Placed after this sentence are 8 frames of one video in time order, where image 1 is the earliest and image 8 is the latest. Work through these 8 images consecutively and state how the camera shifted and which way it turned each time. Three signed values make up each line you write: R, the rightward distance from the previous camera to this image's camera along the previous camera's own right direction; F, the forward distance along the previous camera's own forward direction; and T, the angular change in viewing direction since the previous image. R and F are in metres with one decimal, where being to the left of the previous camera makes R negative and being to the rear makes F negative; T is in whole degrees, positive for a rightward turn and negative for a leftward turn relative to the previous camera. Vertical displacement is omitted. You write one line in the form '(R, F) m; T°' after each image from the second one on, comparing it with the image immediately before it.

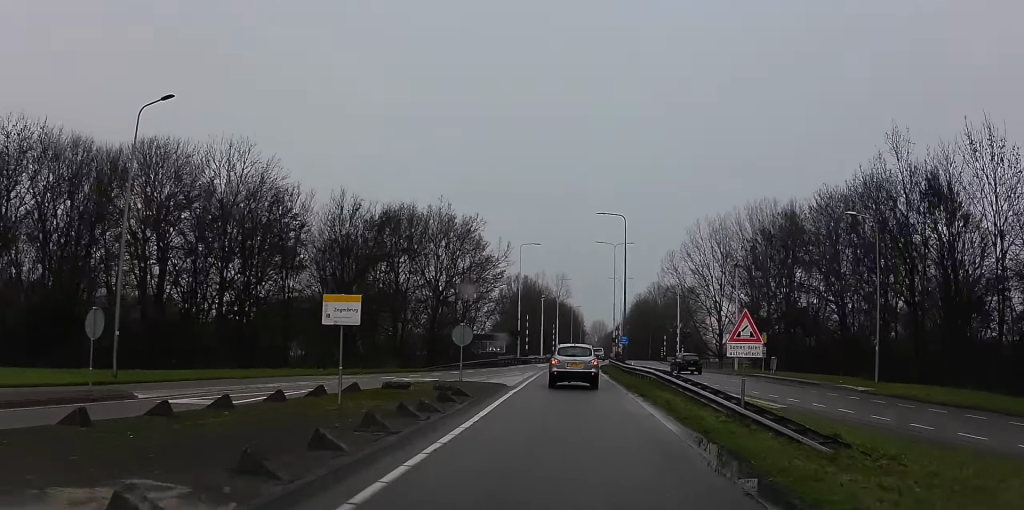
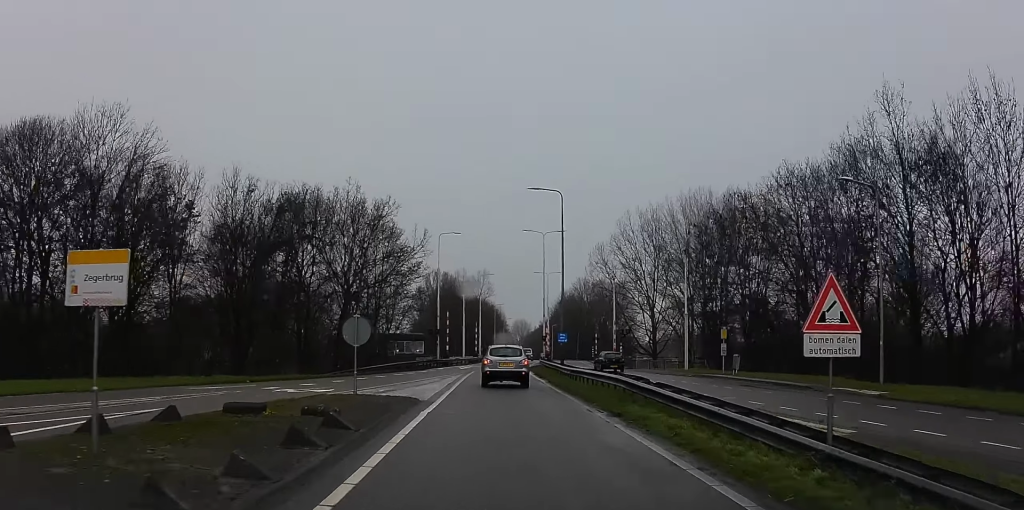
(+0.1, +6.9) m; +9°
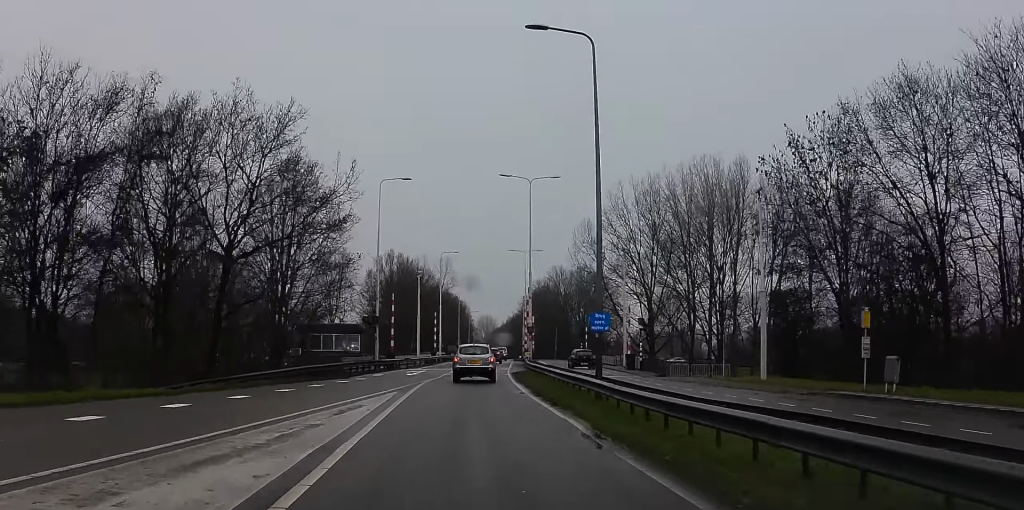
(+2.3, +20.4) m; +3°
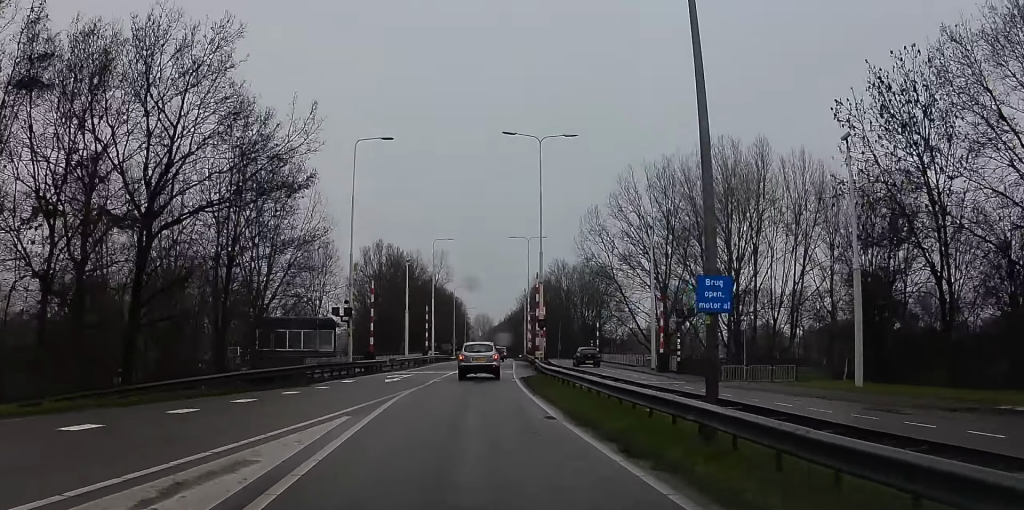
(0.0, +9.2) m; +1°
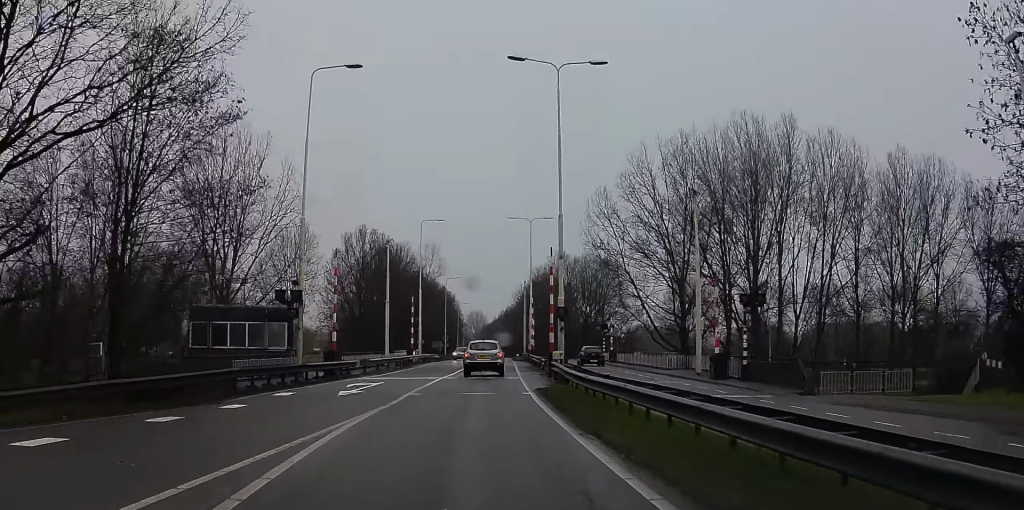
(+0.1, +10.1) m; +1°
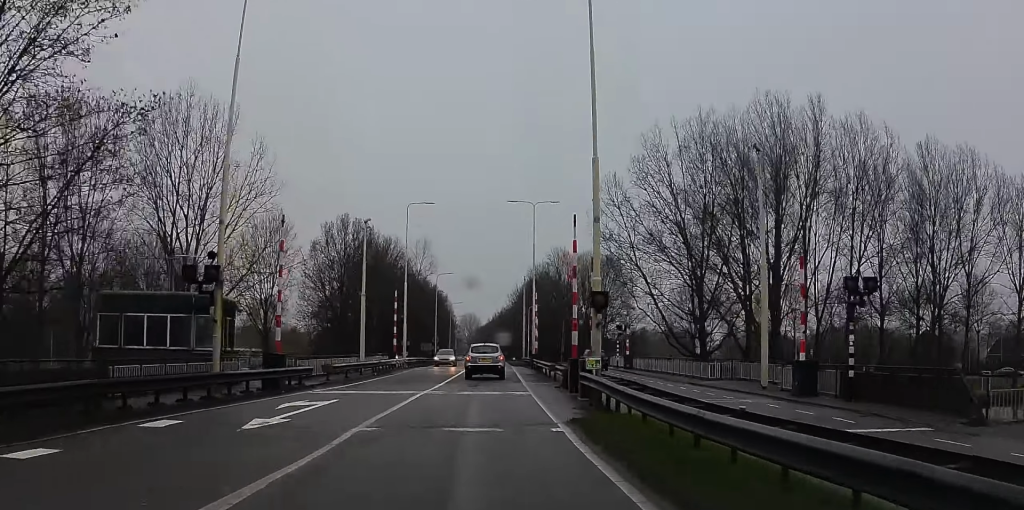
(+0.1, +8.9) m; 0°
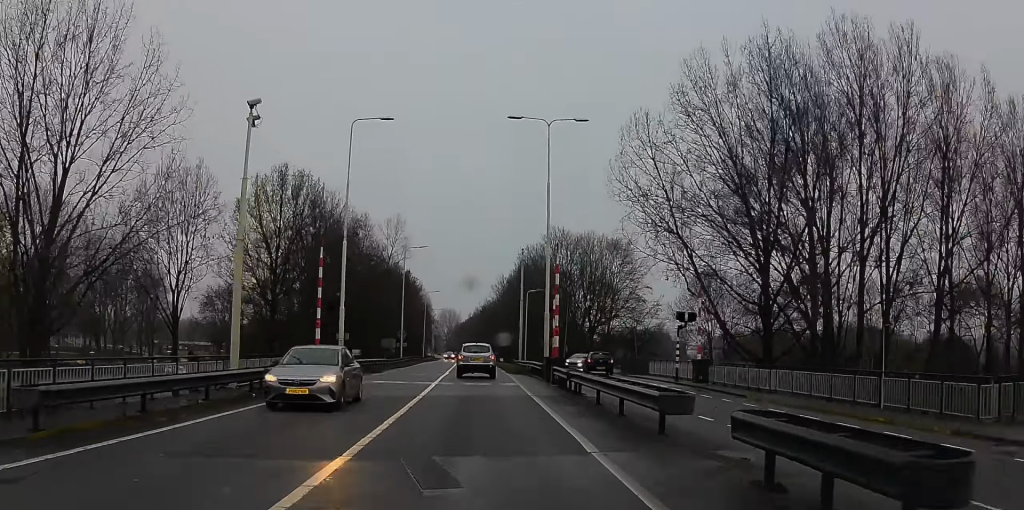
(-0.7, +20.6) m; -1°
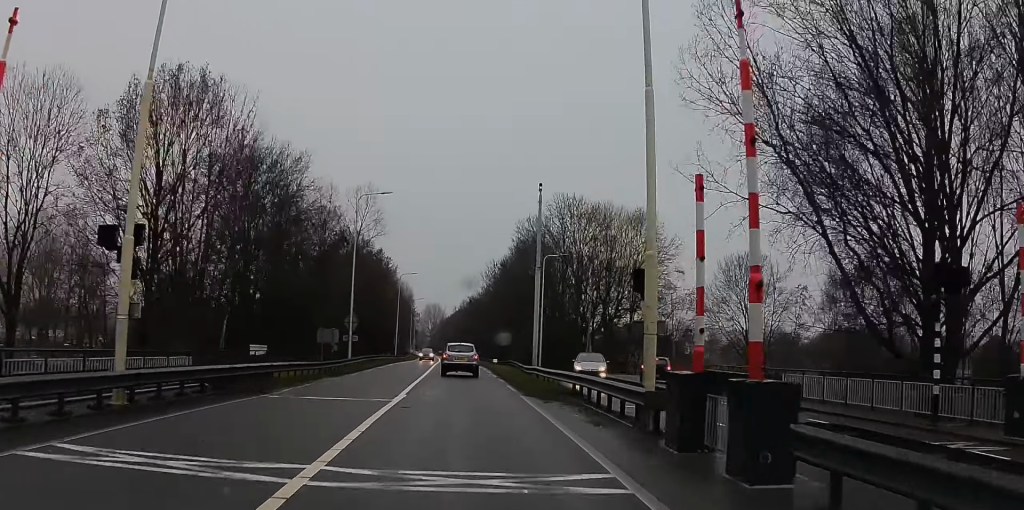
(+1.4, +22.8) m; +5°
